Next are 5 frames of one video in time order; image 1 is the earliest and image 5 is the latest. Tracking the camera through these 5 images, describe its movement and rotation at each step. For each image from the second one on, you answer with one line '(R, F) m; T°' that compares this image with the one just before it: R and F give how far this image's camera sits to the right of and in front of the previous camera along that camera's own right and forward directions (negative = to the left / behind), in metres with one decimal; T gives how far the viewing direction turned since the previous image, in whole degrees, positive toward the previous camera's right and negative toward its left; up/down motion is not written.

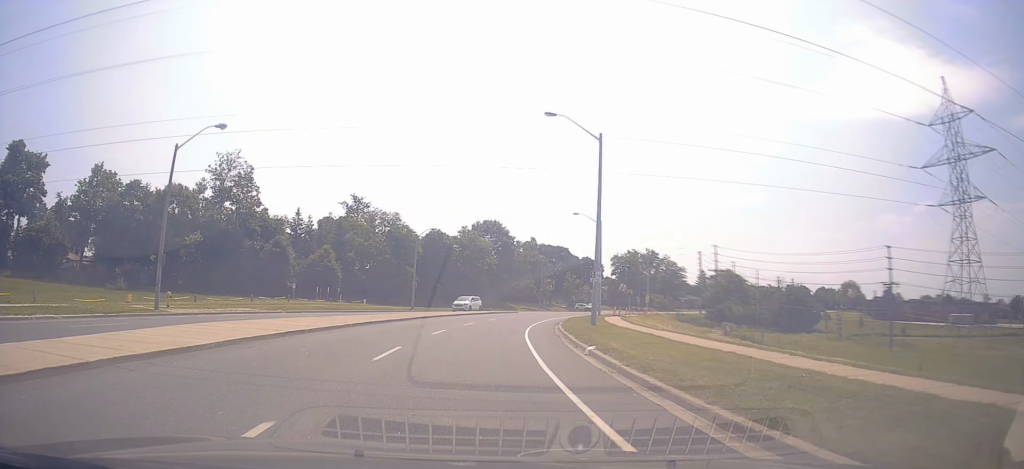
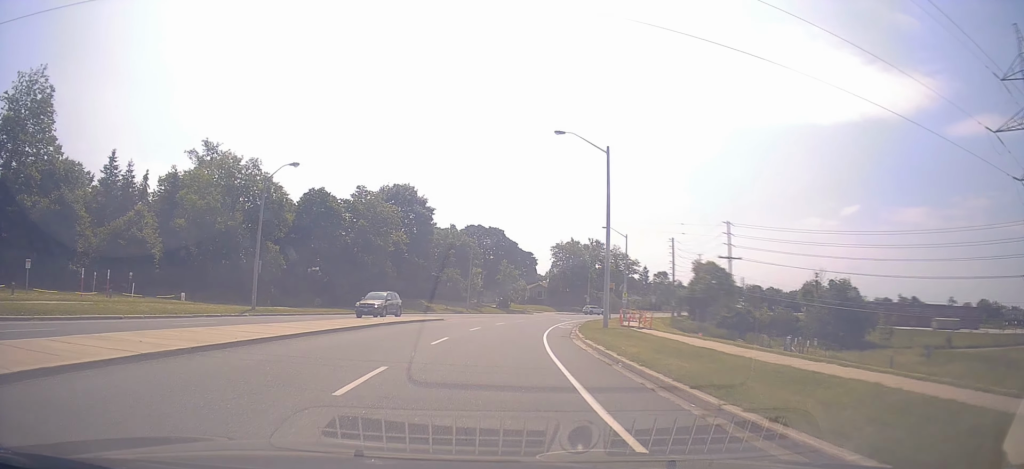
(+2.2, +31.4) m; +11°
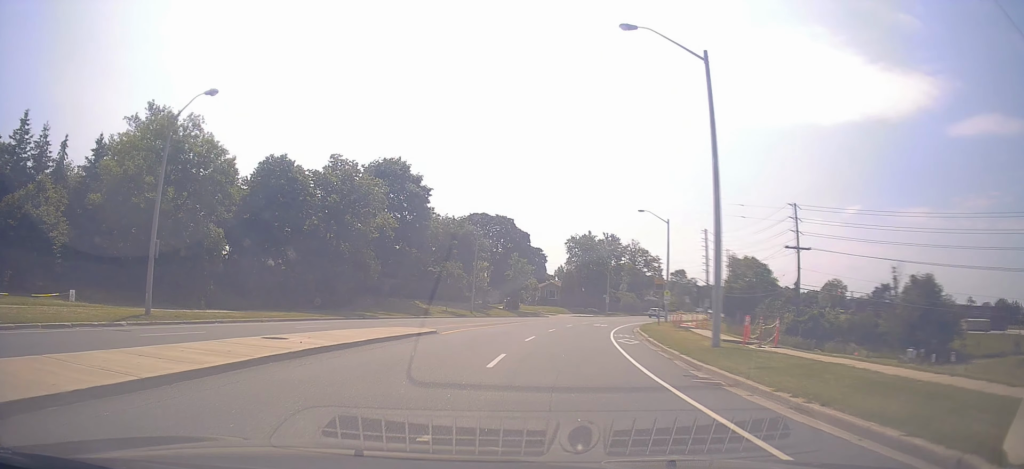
(+0.1, +14.1) m; +1°
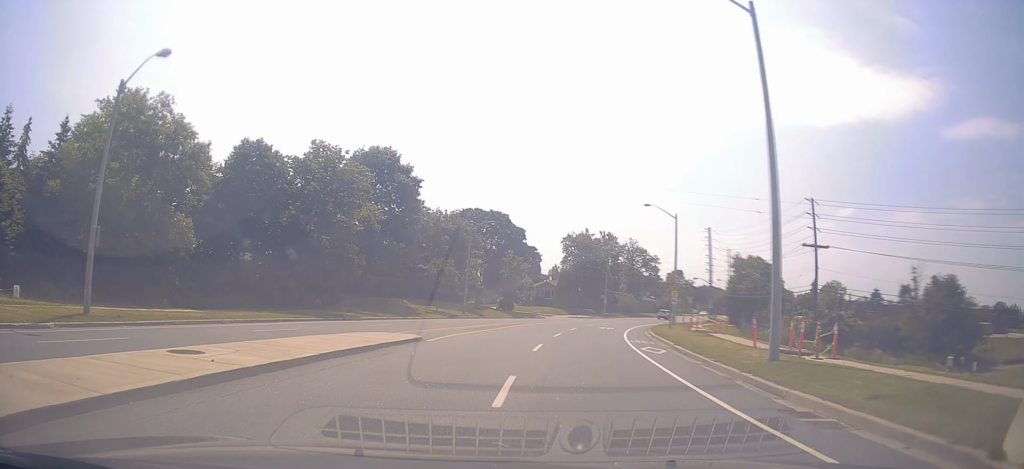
(0.0, +4.1) m; +1°
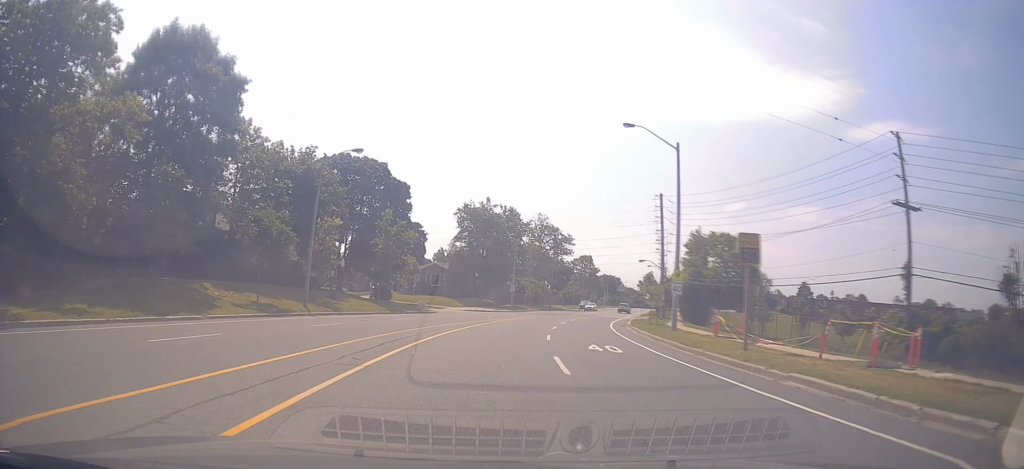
(+0.5, +24.3) m; +6°
